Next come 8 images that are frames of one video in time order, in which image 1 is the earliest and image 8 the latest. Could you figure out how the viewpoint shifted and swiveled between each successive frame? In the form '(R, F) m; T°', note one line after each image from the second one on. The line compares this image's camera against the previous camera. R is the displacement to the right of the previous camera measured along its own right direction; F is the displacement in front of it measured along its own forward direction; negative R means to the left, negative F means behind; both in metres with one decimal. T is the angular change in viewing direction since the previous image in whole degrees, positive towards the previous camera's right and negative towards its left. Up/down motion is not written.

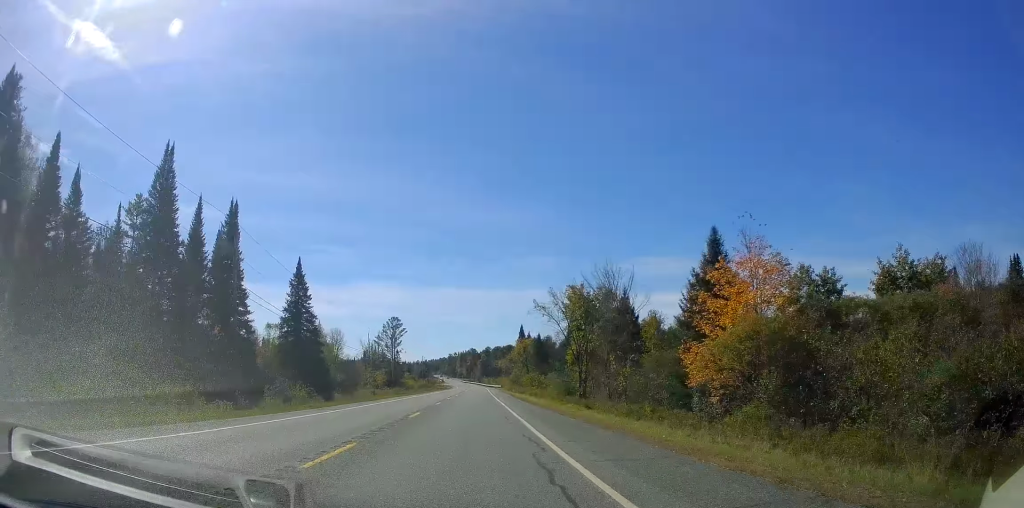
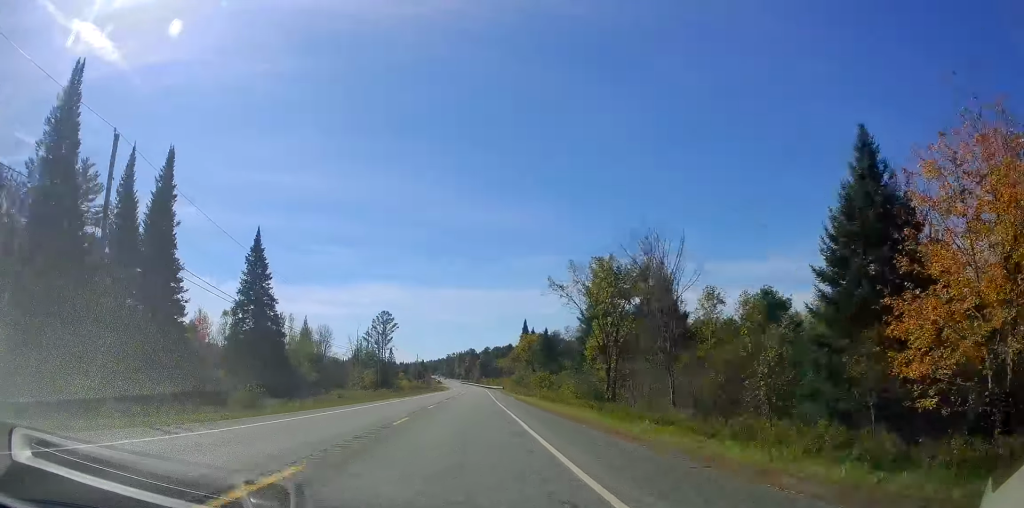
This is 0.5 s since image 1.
(+0.1, +15.1) m; 0°
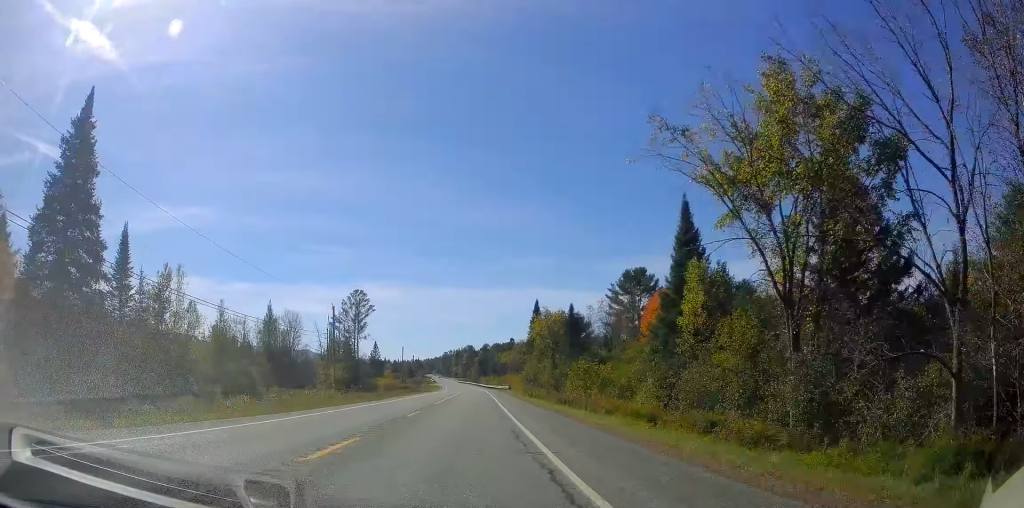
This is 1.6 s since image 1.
(-0.2, +32.2) m; +1°
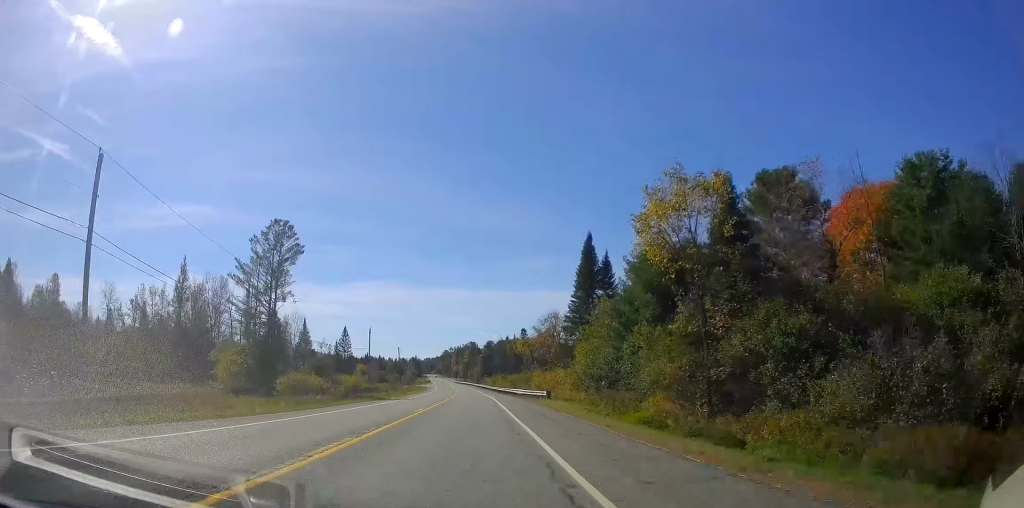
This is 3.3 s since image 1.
(+0.9, +52.4) m; 0°
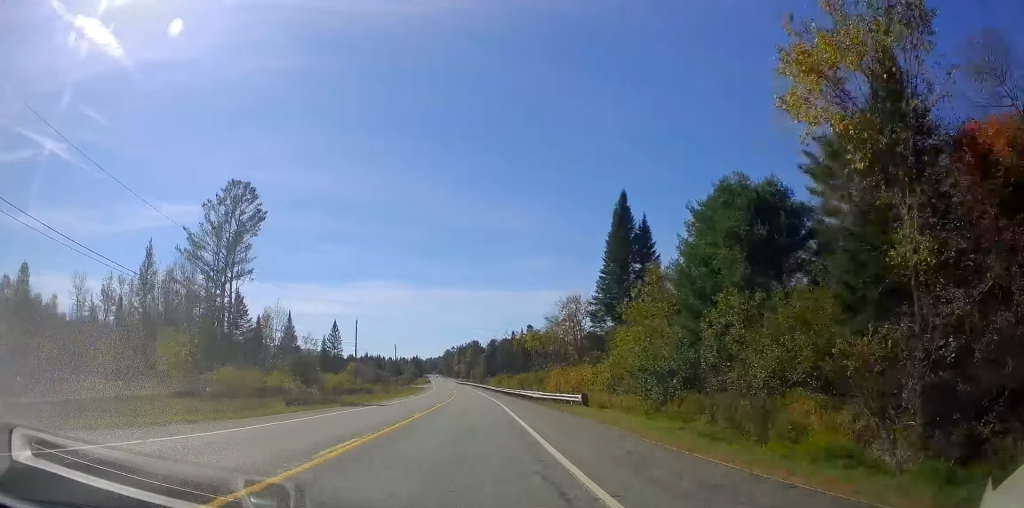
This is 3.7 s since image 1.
(0.0, +14.6) m; 0°
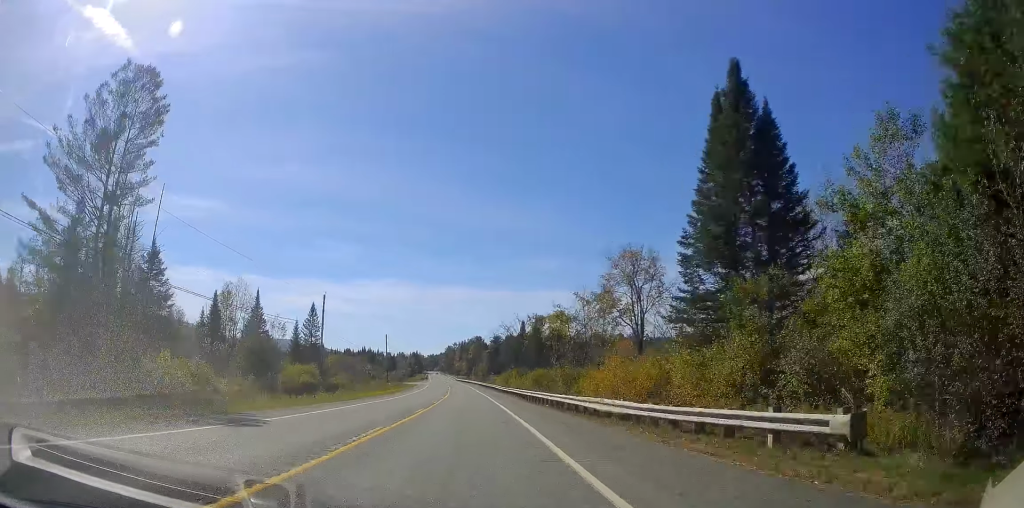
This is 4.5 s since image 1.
(-0.2, +23.0) m; 0°
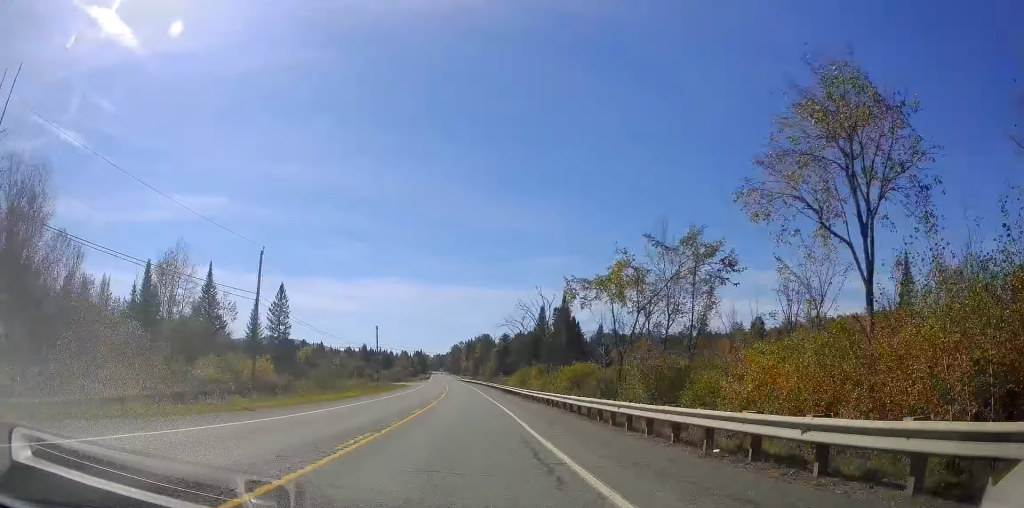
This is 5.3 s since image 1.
(+0.2, +24.9) m; -1°
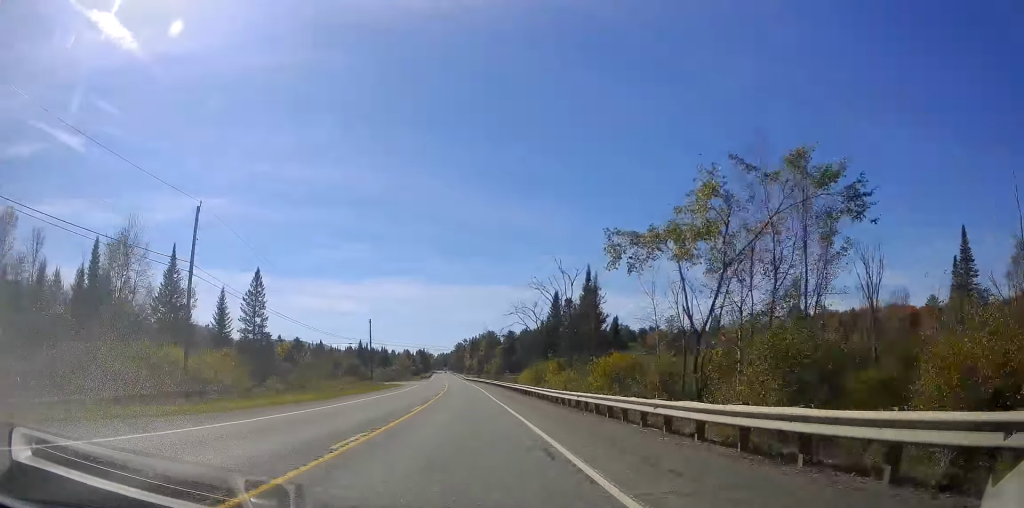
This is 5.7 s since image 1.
(0.0, +13.4) m; 0°
